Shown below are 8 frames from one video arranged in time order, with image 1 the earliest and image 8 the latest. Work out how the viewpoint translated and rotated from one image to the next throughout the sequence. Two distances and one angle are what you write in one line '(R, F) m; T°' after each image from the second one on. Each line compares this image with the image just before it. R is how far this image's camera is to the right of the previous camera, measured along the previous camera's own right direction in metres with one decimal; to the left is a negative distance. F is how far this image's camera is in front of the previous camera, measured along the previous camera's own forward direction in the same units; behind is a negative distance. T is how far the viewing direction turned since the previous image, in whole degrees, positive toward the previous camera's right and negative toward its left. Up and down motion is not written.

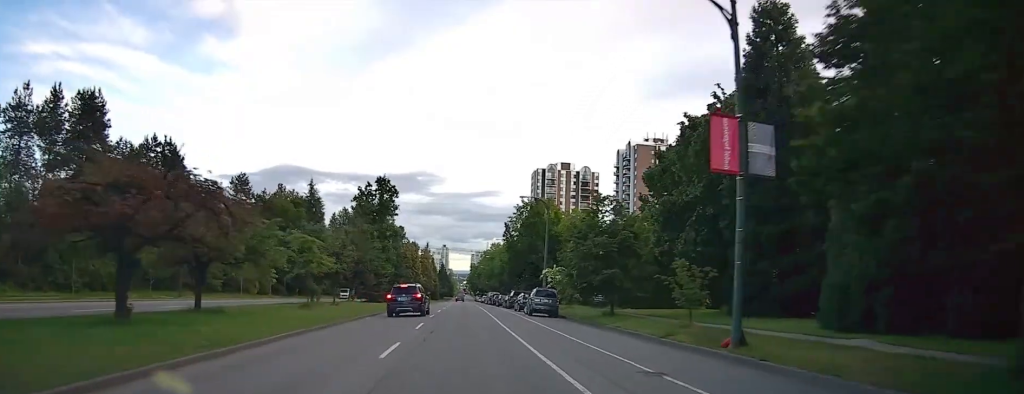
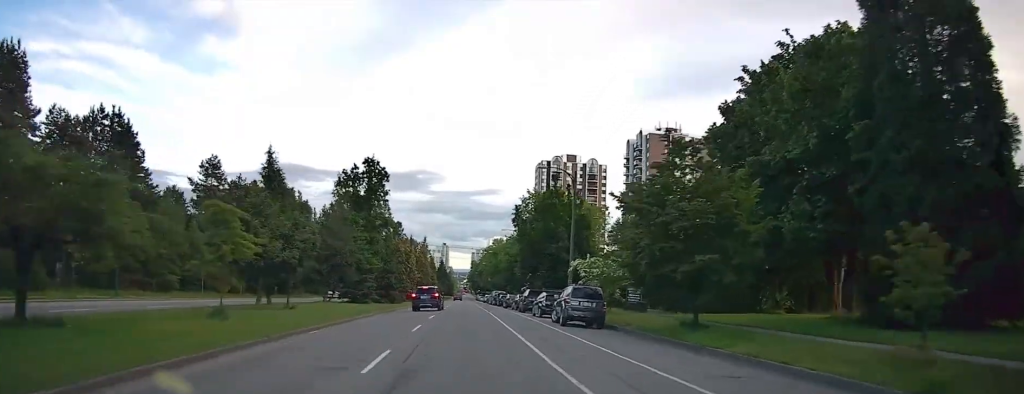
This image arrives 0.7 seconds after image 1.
(0.0, +11.3) m; 0°
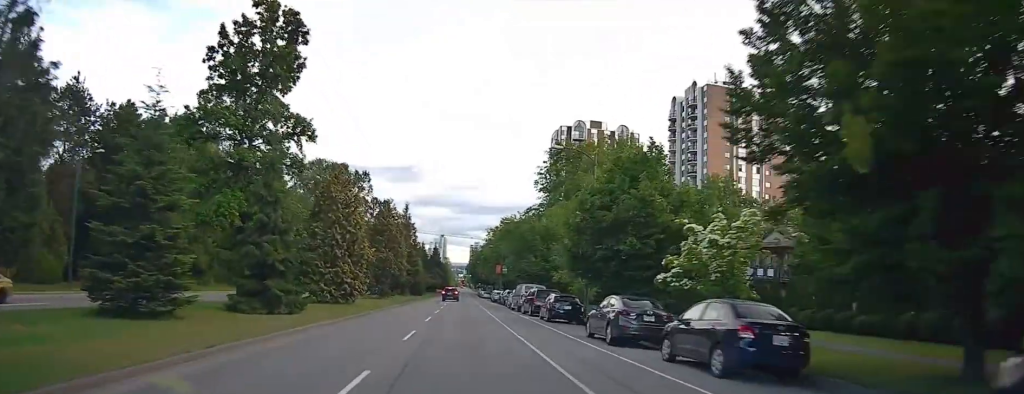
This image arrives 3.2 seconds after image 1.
(+0.2, +40.1) m; +2°
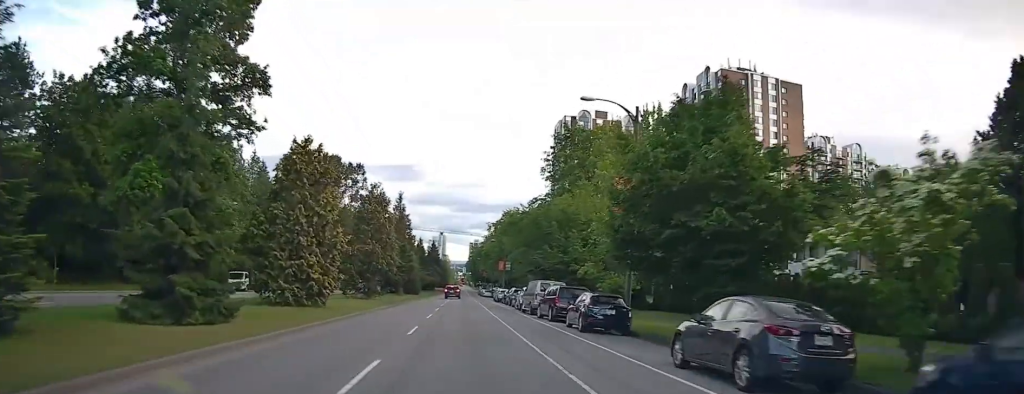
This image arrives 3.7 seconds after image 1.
(+0.3, +8.2) m; 0°
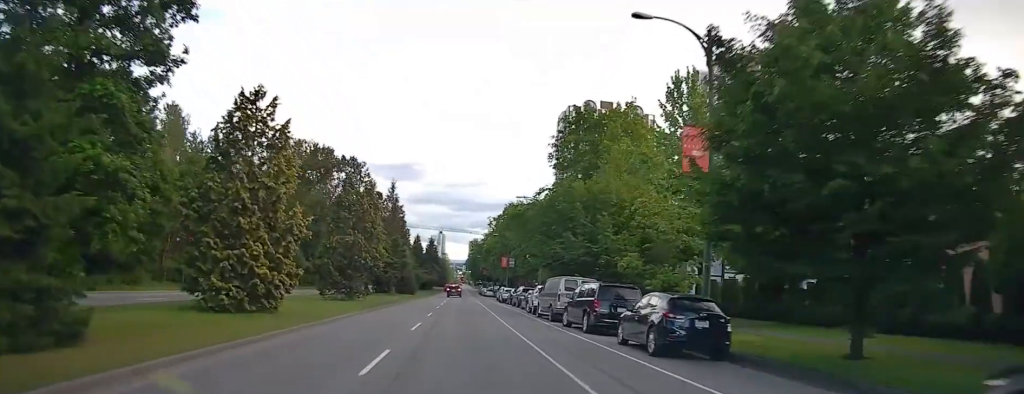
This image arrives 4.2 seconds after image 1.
(+0.1, +8.2) m; 0°
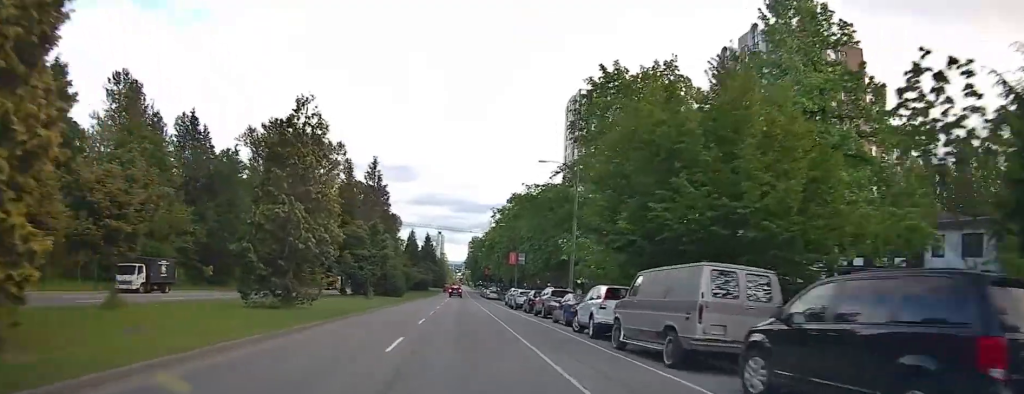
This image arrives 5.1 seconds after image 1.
(-0.5, +15.2) m; -2°
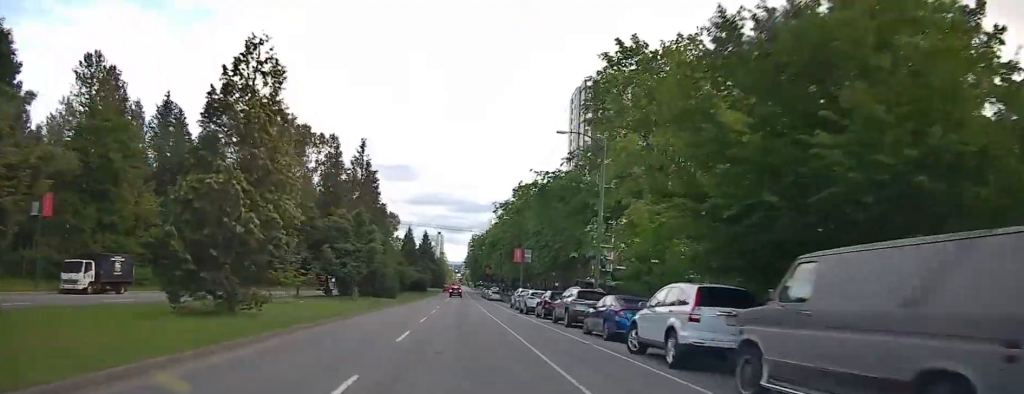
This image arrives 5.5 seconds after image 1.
(0.0, +6.9) m; 0°
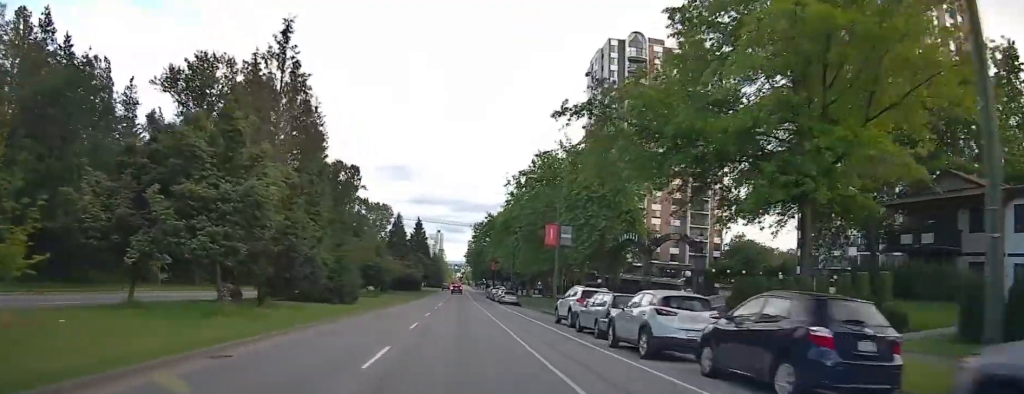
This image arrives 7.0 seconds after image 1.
(0.0, +23.3) m; +2°
